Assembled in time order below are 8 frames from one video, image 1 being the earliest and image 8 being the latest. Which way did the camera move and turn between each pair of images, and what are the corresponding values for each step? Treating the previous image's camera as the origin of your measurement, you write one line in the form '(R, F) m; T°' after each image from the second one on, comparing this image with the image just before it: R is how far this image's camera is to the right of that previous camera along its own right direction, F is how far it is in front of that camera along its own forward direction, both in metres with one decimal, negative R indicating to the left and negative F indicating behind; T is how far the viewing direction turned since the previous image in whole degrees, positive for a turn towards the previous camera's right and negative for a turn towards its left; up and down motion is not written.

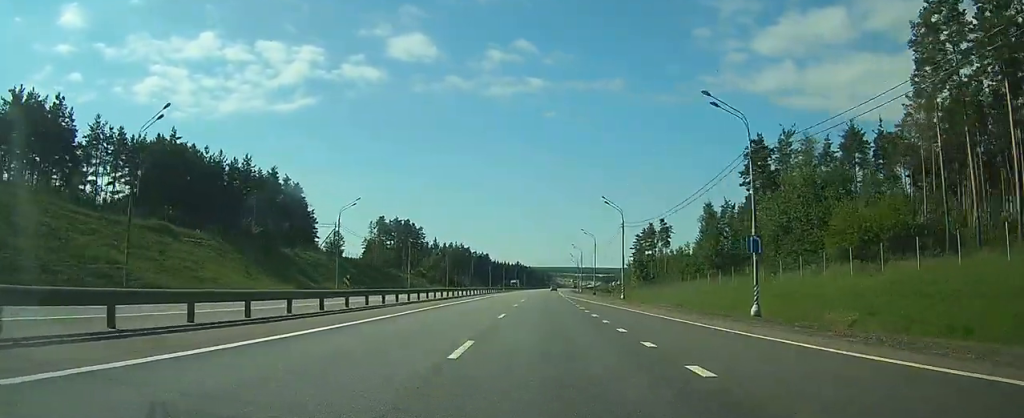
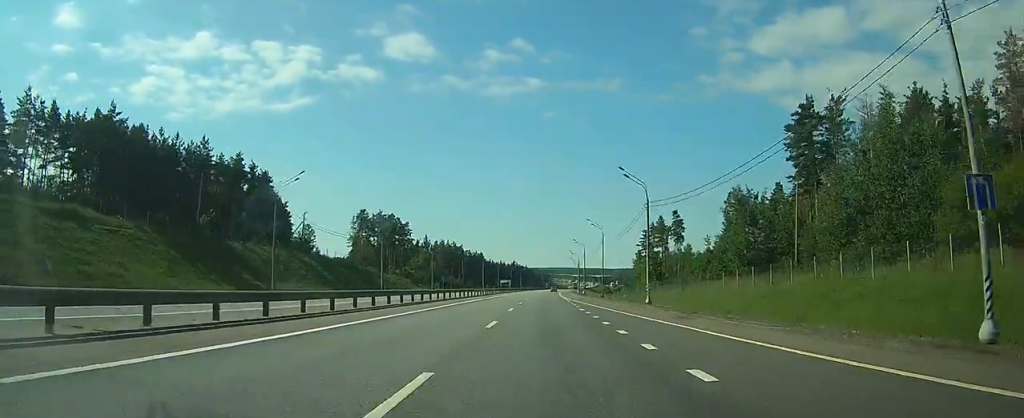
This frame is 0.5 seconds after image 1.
(0.0, +16.6) m; 0°
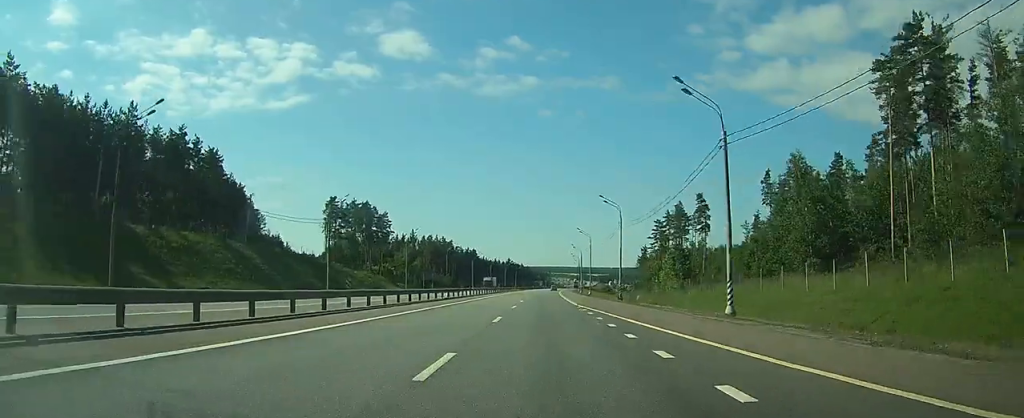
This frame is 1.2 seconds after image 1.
(+0.1, +21.7) m; +1°
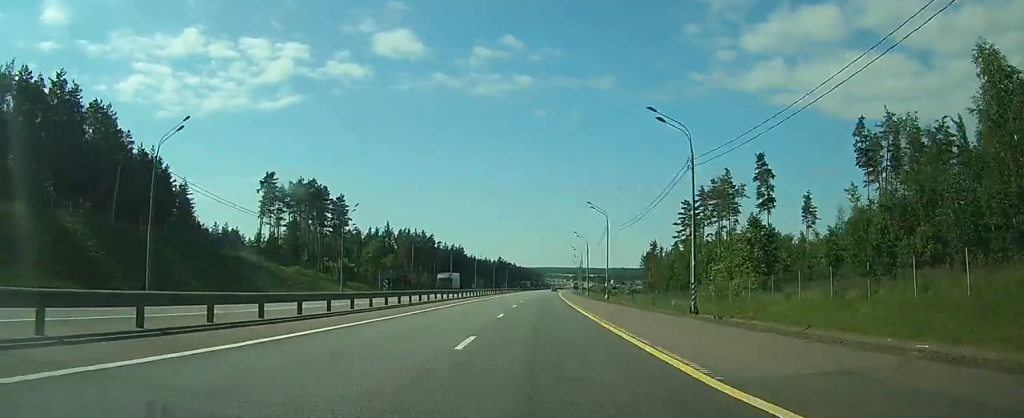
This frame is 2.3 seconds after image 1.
(+0.3, +32.1) m; +1°
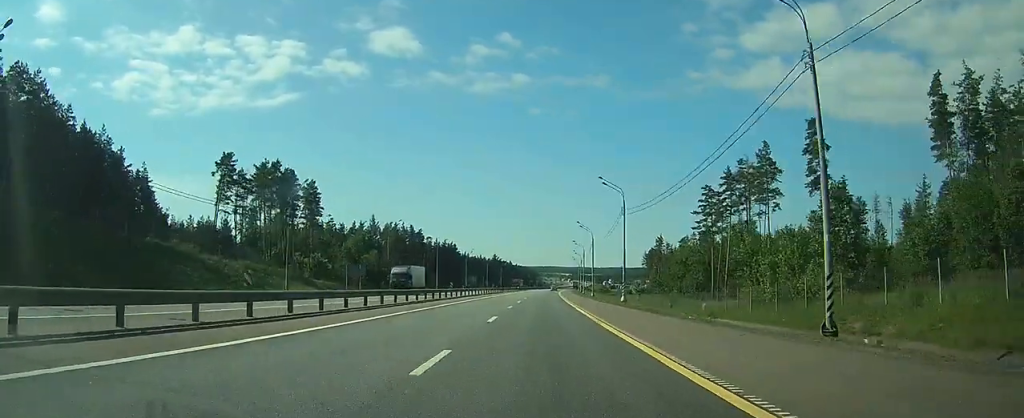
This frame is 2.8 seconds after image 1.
(+0.1, +15.5) m; 0°
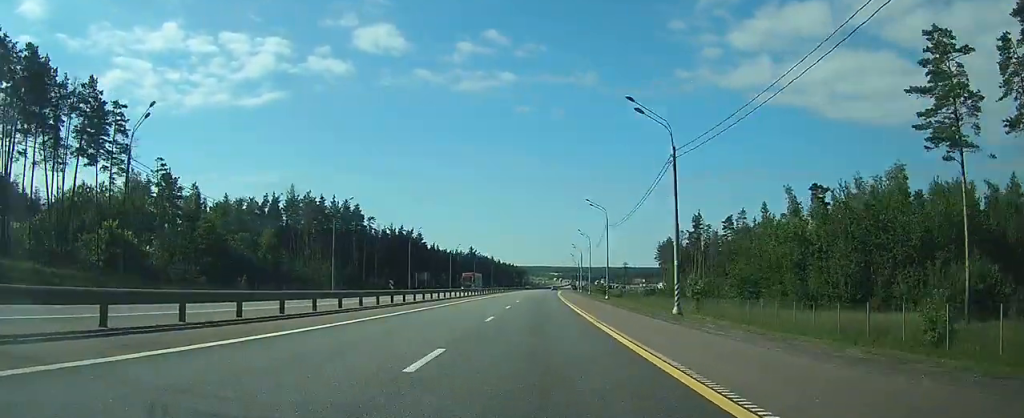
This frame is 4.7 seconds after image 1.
(+0.6, +60.0) m; +1°
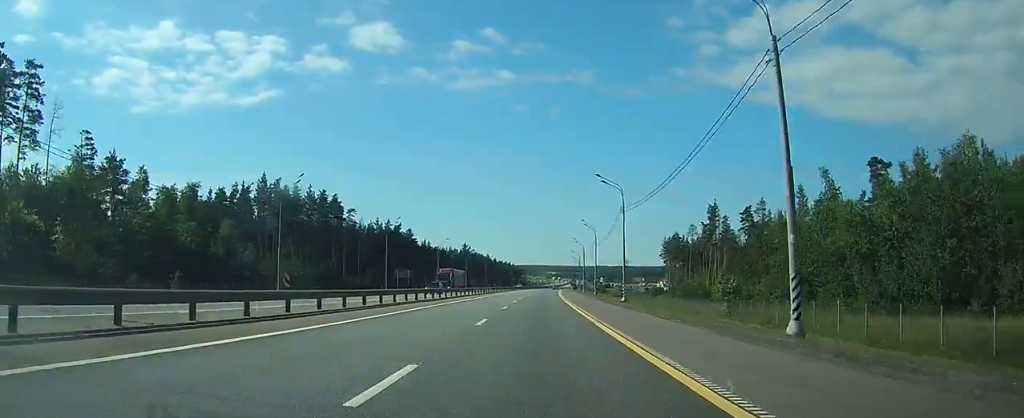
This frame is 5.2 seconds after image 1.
(0.0, +14.5) m; 0°
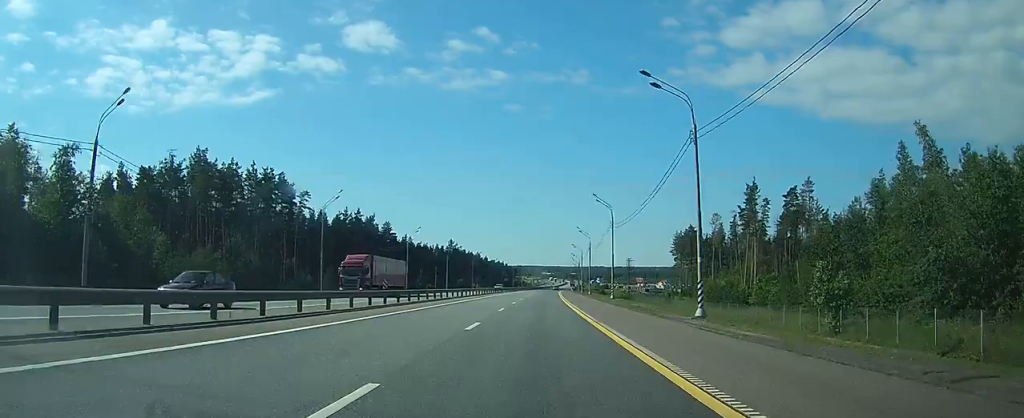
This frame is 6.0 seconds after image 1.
(0.0, +25.9) m; +1°
